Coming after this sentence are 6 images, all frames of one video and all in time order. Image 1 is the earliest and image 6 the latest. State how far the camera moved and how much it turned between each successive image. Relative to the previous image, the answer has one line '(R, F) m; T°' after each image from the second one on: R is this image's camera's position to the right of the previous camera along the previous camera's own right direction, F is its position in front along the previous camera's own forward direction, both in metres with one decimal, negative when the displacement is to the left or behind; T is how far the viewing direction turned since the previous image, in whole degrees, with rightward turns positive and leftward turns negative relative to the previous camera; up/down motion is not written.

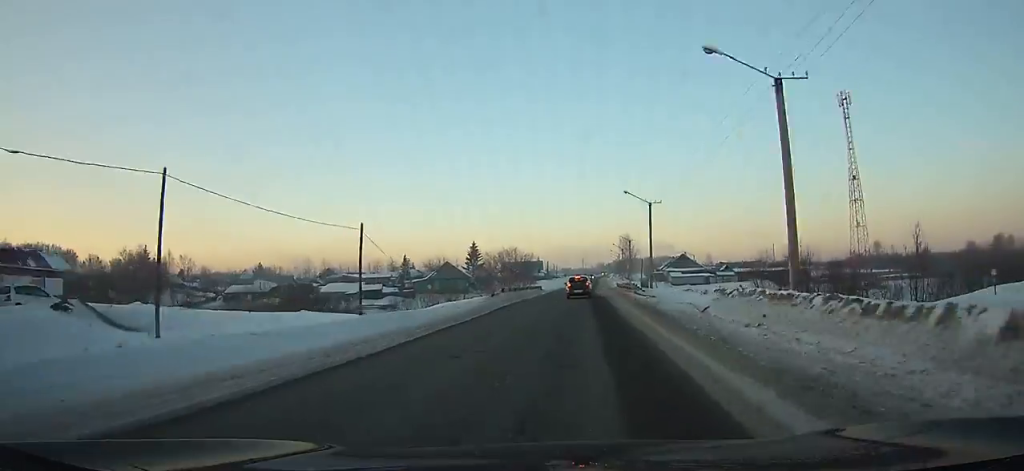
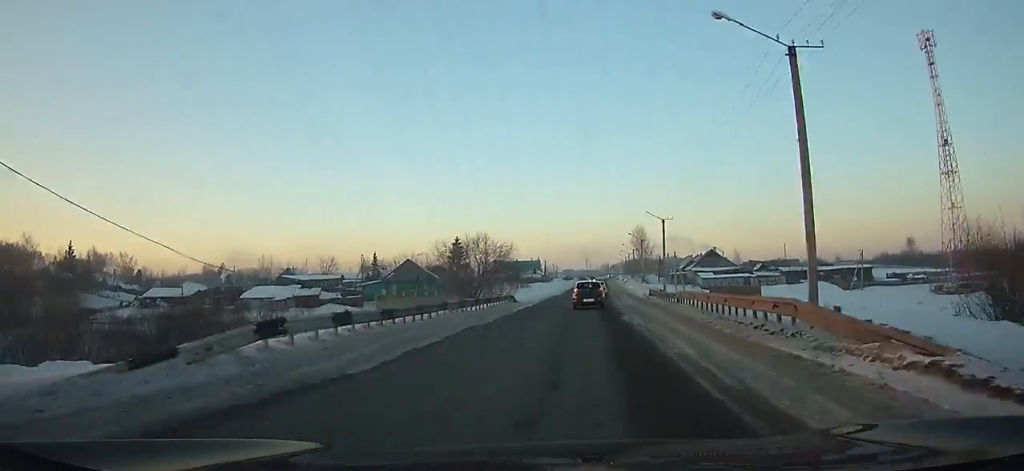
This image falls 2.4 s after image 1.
(-0.1, +32.6) m; 0°
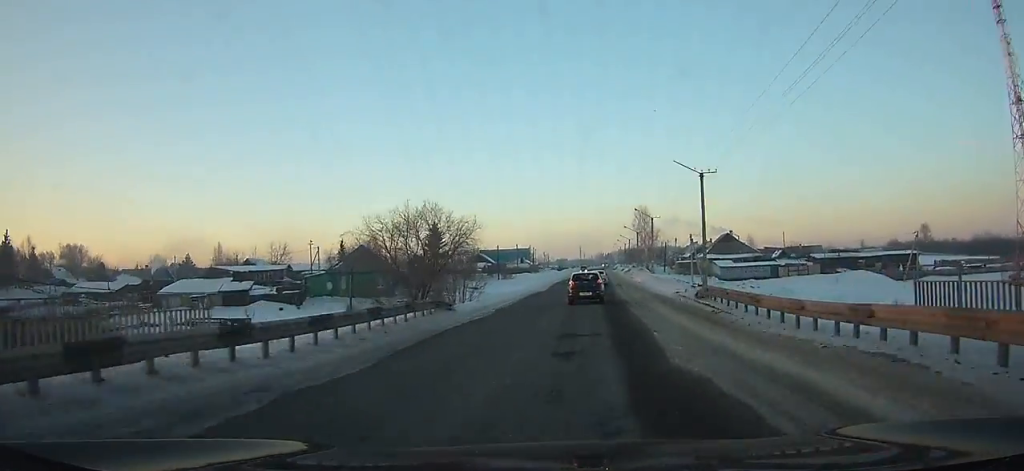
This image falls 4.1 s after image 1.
(0.0, +21.5) m; 0°
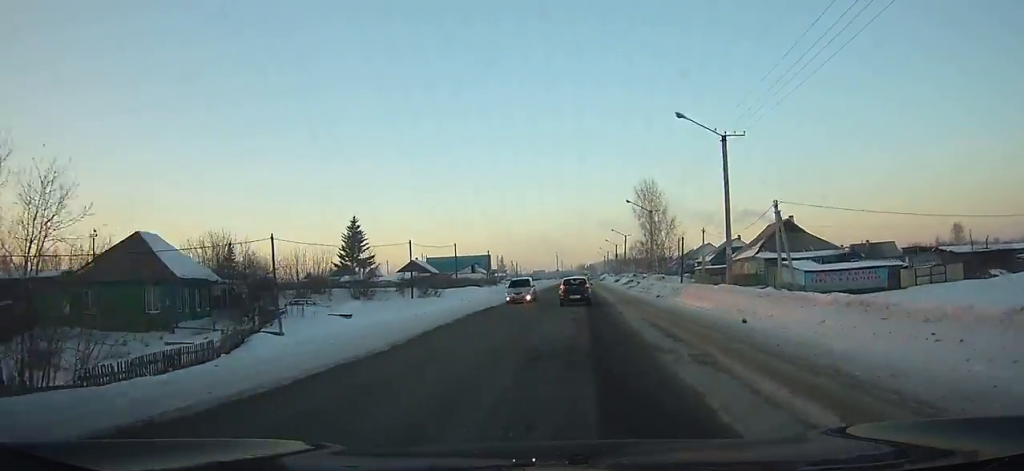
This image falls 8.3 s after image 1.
(+0.4, +47.4) m; +1°
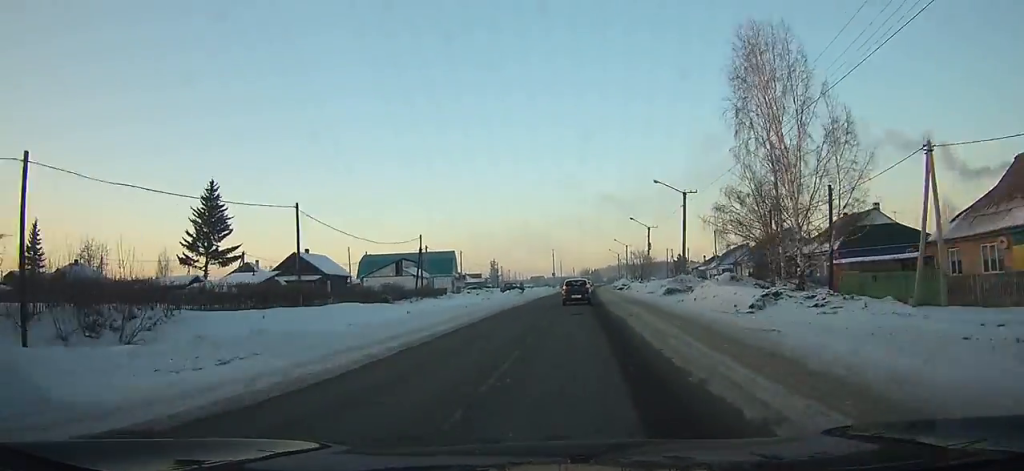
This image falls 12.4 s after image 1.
(+0.4, +46.1) m; 0°
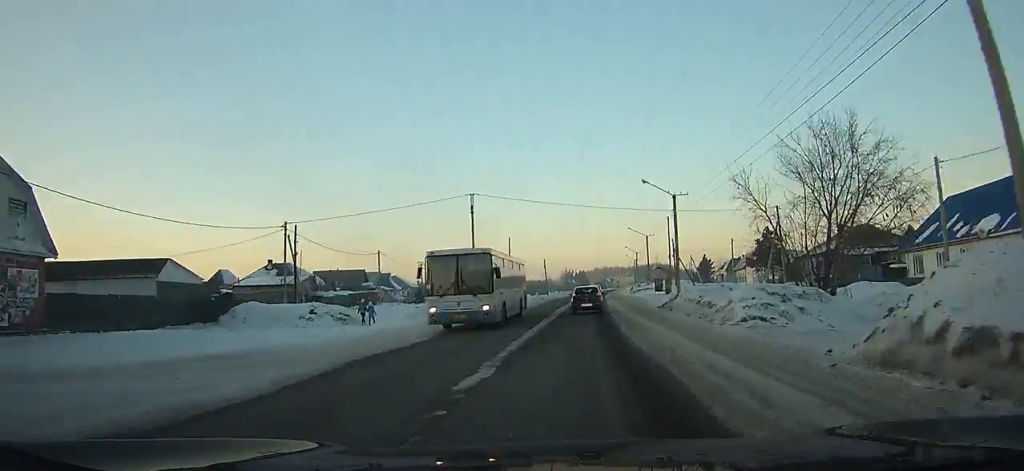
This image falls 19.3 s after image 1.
(+1.2, +82.8) m; +2°
